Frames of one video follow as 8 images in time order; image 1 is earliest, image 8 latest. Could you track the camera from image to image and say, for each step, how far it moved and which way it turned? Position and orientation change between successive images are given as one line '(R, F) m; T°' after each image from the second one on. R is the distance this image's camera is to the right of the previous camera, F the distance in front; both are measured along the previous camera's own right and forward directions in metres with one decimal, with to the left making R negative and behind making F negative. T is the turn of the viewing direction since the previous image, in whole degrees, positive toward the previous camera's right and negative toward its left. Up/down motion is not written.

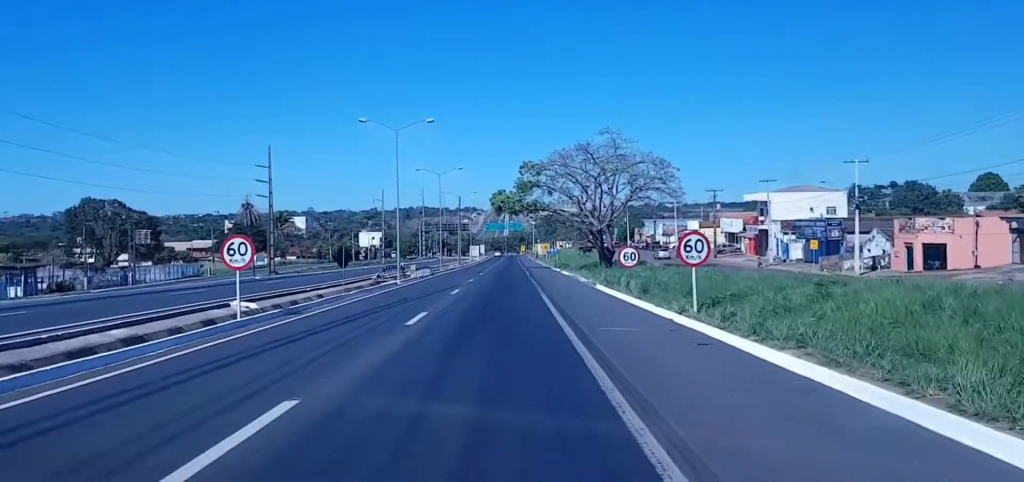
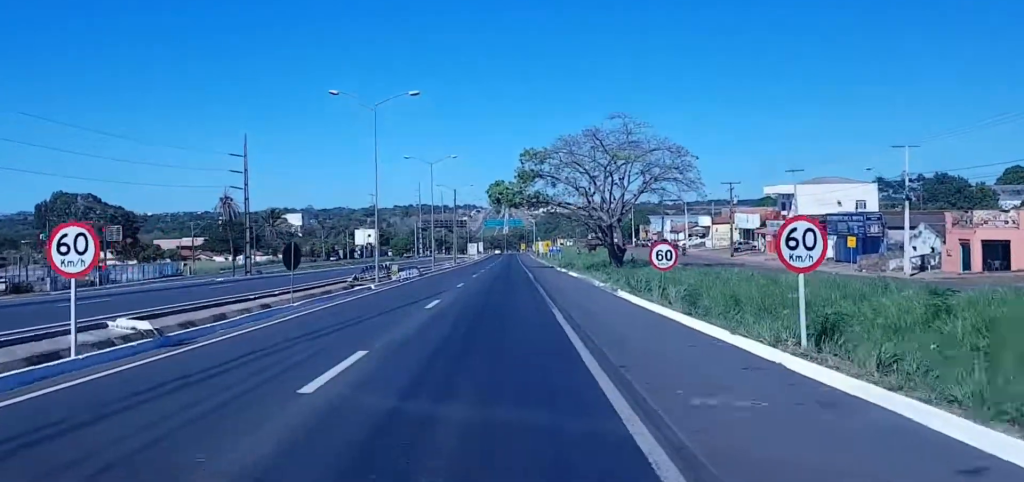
(-0.3, +10.7) m; -2°
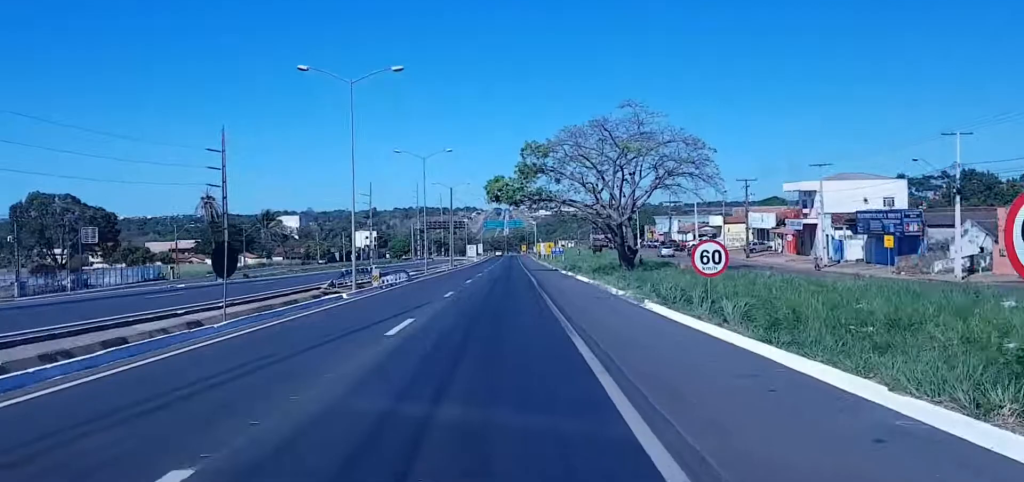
(0.0, +8.3) m; -2°
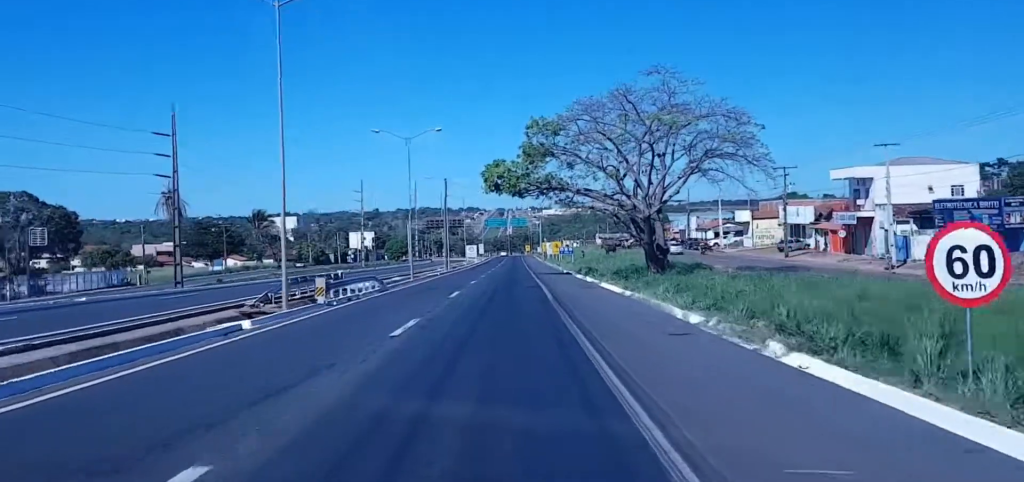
(-0.6, +15.6) m; -1°
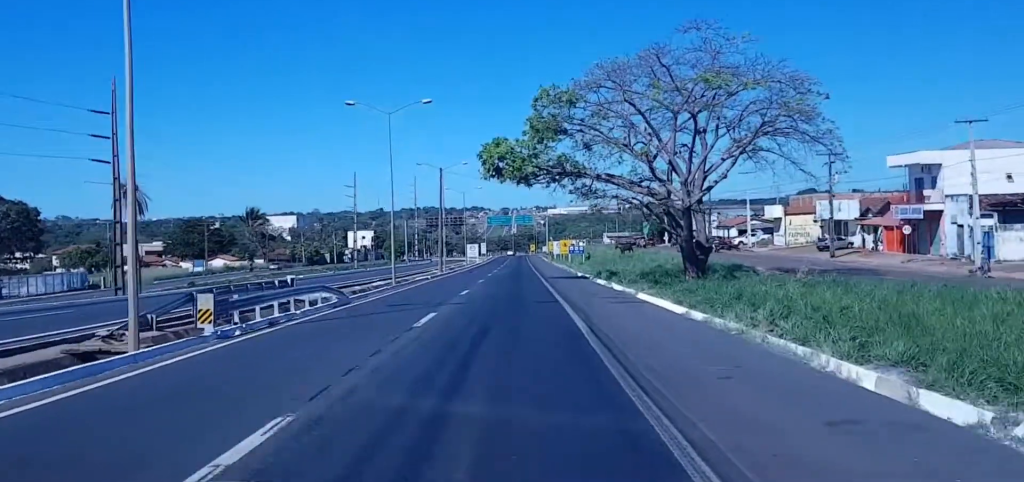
(+0.3, +13.8) m; +1°
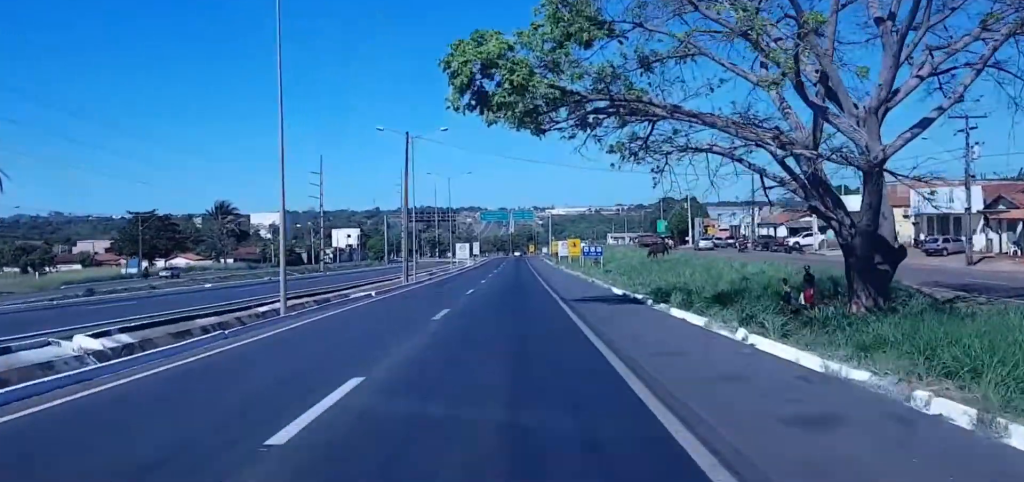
(+0.4, +28.7) m; +2°
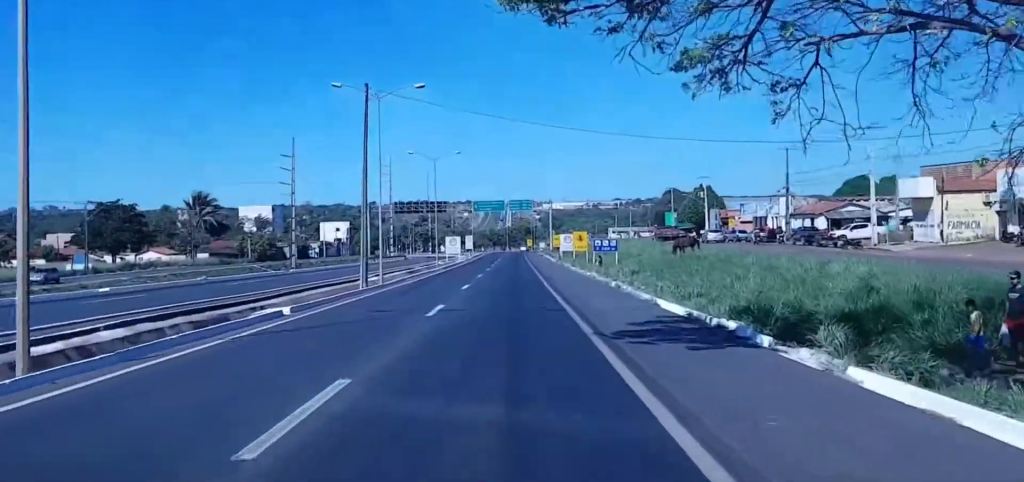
(+0.2, +17.0) m; +1°
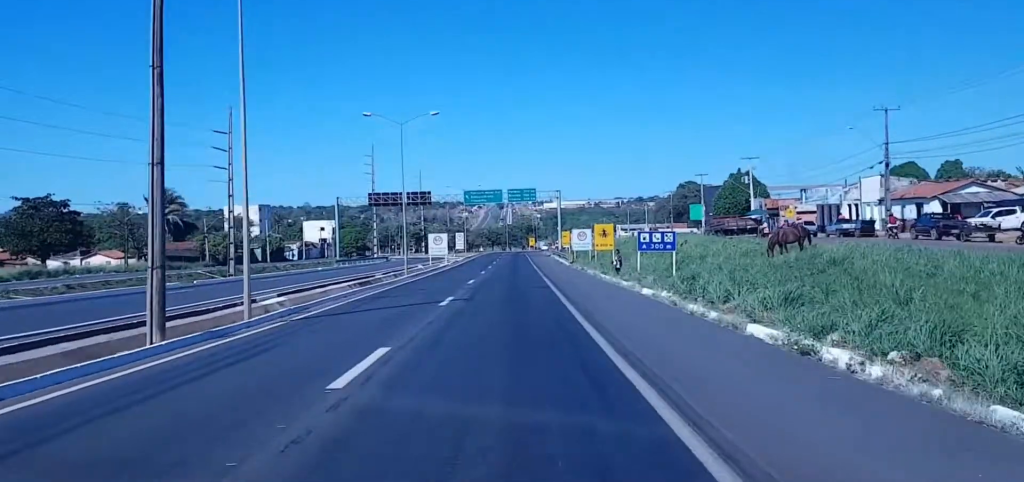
(+0.4, +29.0) m; +3°
